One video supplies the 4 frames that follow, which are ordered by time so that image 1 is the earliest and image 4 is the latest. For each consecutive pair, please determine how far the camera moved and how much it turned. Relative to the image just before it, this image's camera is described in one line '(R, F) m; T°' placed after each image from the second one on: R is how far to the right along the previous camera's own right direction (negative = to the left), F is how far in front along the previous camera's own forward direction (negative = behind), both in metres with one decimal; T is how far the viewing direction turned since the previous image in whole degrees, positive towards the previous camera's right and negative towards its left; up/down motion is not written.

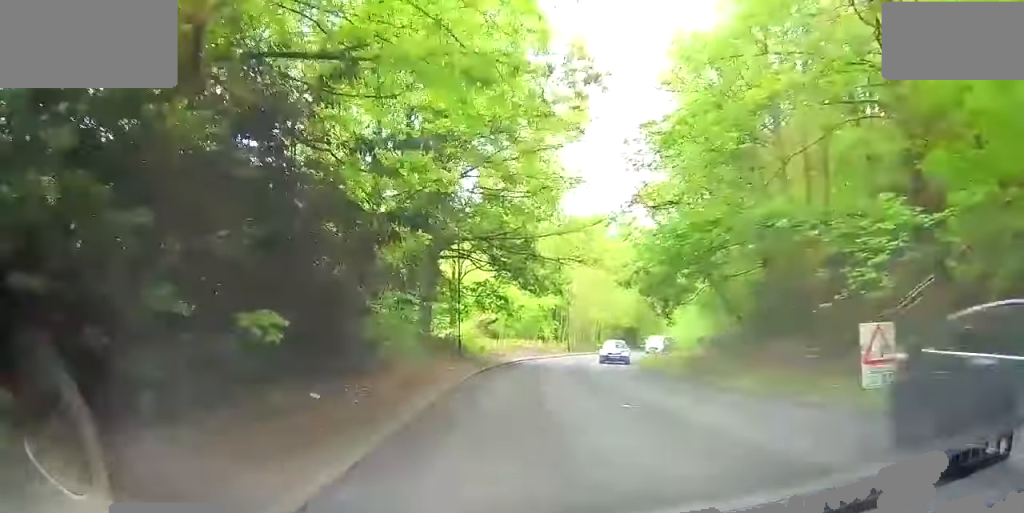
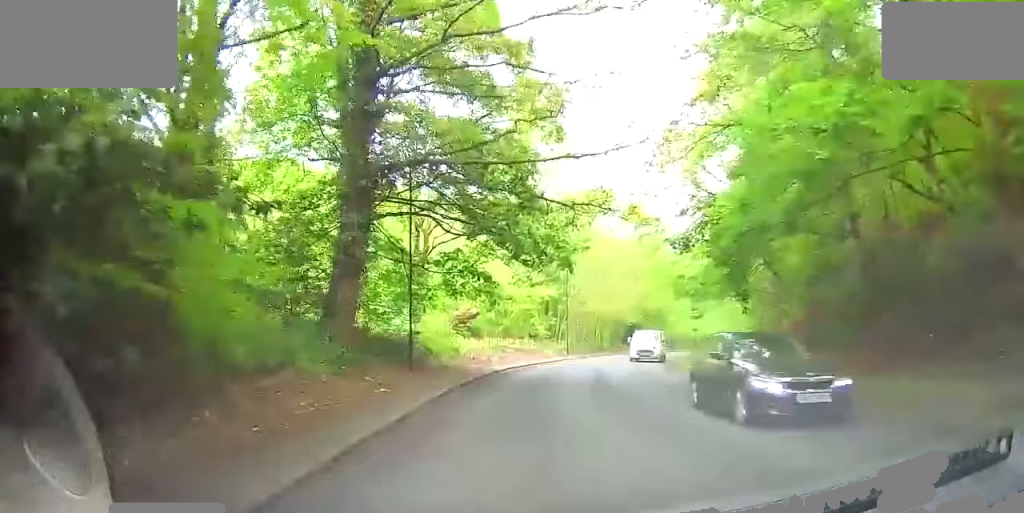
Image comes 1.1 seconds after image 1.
(0.0, +14.0) m; 0°
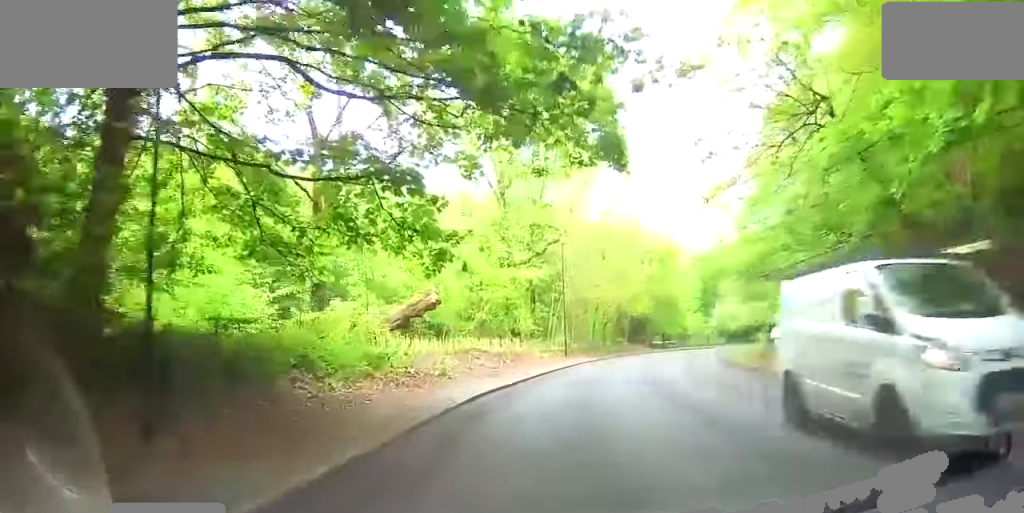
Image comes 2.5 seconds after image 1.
(0.0, +16.1) m; +7°
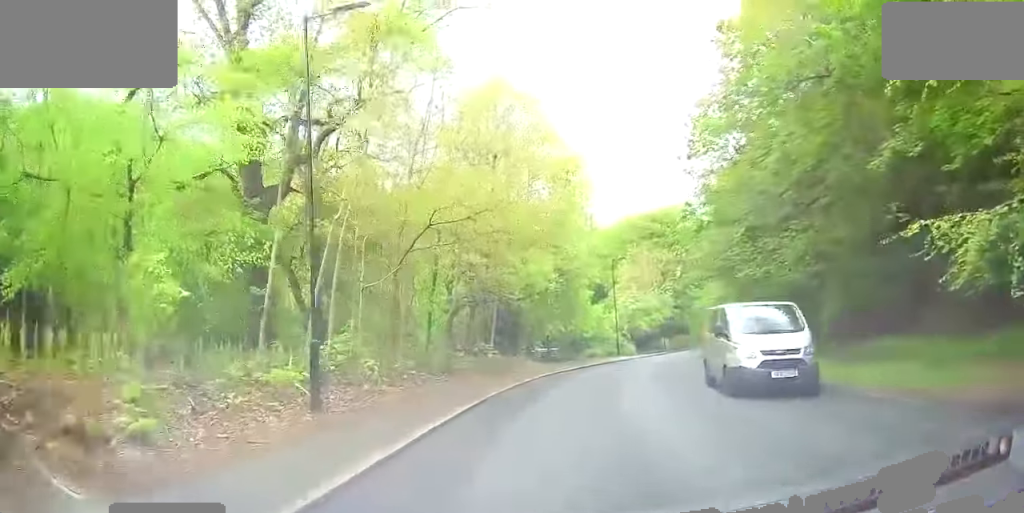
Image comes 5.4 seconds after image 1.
(+3.1, +30.7) m; +2°
